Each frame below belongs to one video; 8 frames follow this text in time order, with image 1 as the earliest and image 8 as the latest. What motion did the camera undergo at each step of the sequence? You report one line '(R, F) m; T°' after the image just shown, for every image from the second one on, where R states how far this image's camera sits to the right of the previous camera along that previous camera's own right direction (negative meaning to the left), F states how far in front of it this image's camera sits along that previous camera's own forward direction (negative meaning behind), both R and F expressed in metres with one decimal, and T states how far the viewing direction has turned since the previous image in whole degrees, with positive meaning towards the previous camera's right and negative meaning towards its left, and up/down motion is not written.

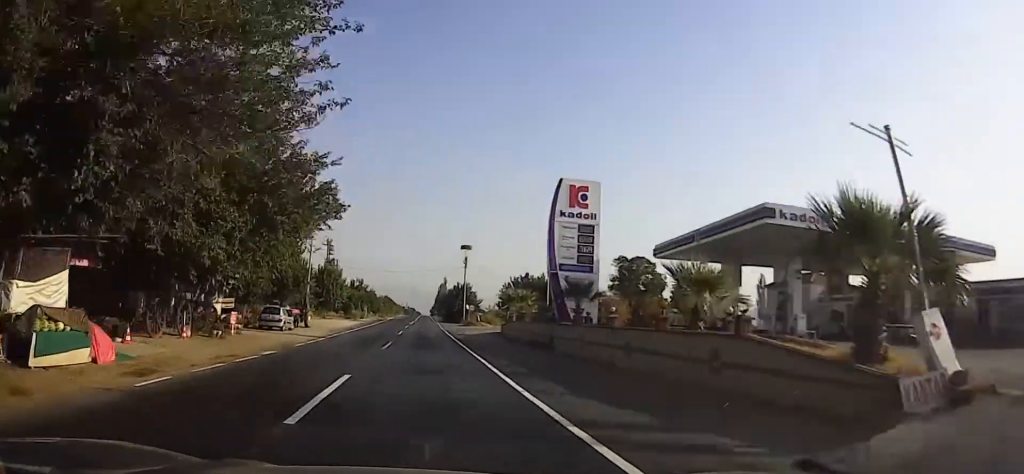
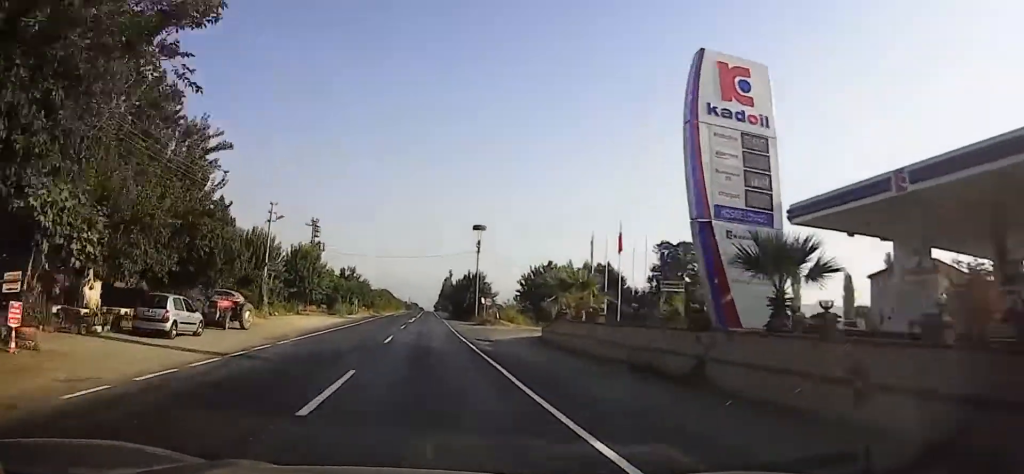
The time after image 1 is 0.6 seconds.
(-0.2, +16.0) m; 0°
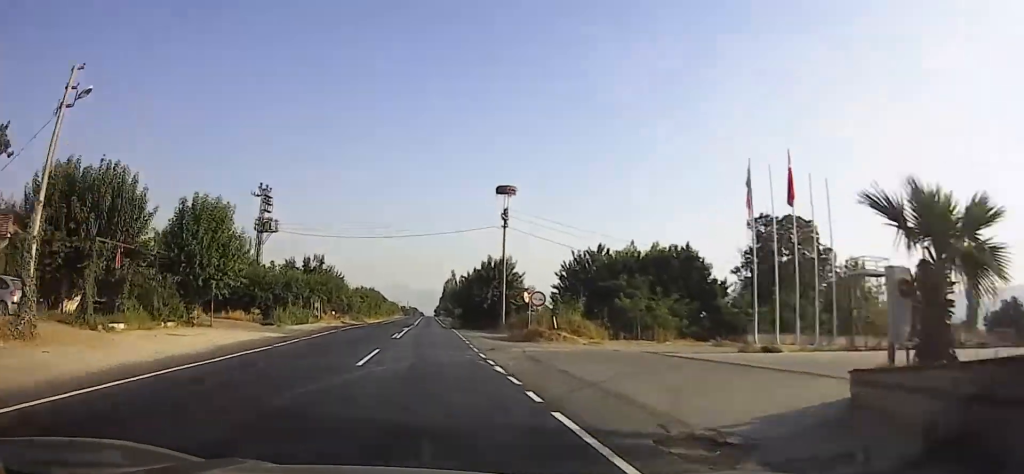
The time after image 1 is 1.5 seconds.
(+0.1, +25.1) m; +2°
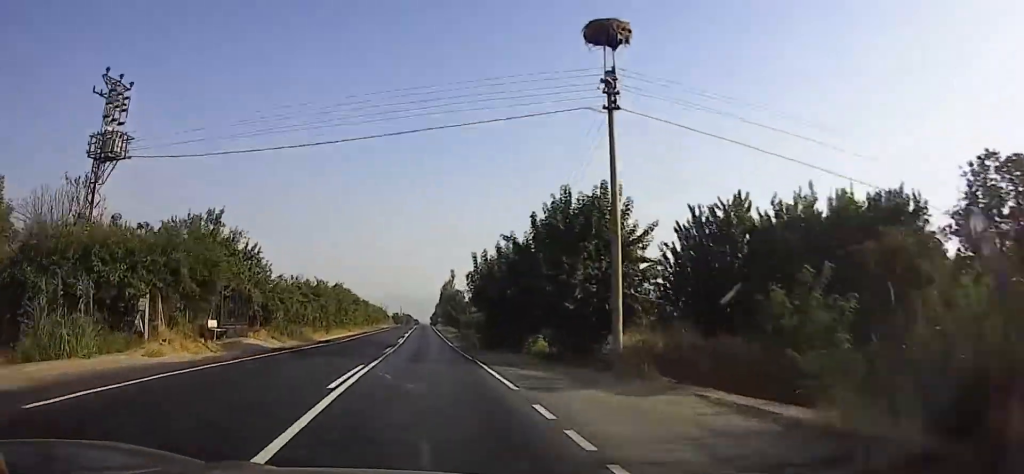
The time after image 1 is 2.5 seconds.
(+1.1, +29.1) m; +2°
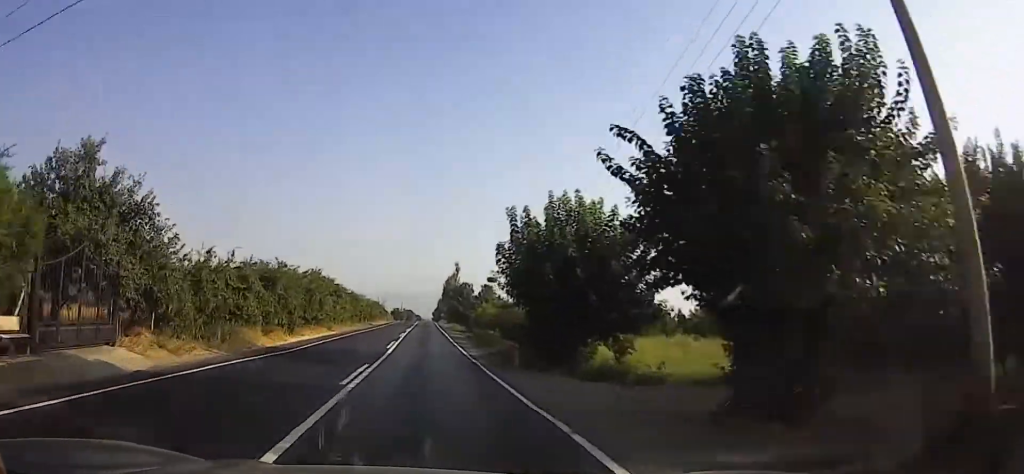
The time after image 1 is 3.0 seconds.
(0.0, +13.3) m; 0°
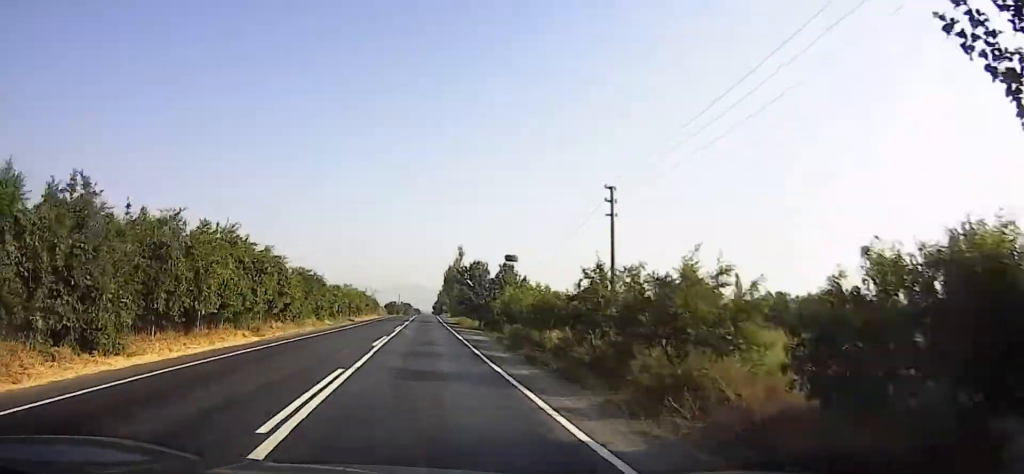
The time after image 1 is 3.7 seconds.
(0.0, +21.0) m; -1°
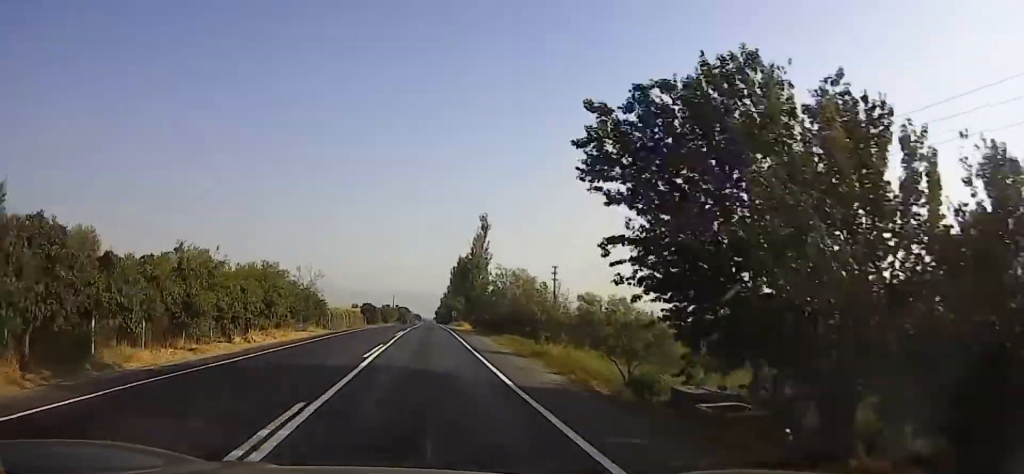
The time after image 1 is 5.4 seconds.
(-1.5, +48.1) m; -3°
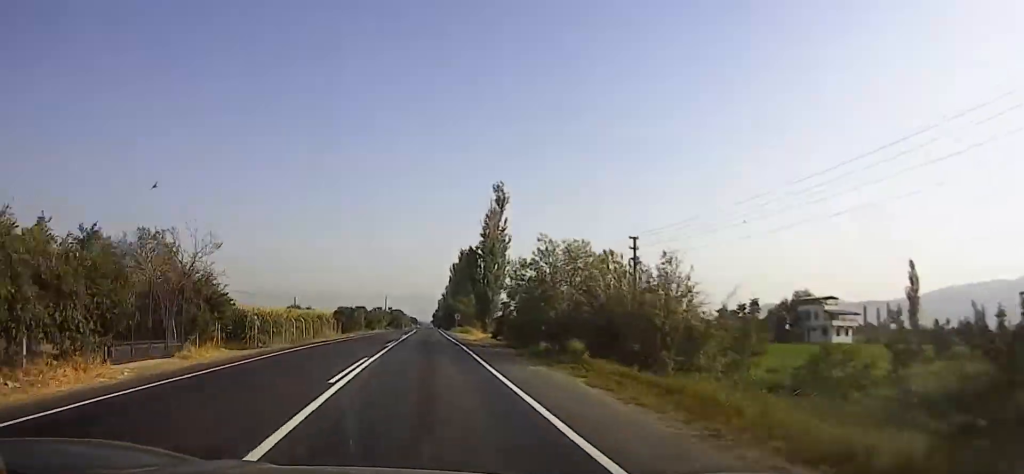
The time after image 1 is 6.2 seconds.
(-0.1, +20.3) m; 0°
